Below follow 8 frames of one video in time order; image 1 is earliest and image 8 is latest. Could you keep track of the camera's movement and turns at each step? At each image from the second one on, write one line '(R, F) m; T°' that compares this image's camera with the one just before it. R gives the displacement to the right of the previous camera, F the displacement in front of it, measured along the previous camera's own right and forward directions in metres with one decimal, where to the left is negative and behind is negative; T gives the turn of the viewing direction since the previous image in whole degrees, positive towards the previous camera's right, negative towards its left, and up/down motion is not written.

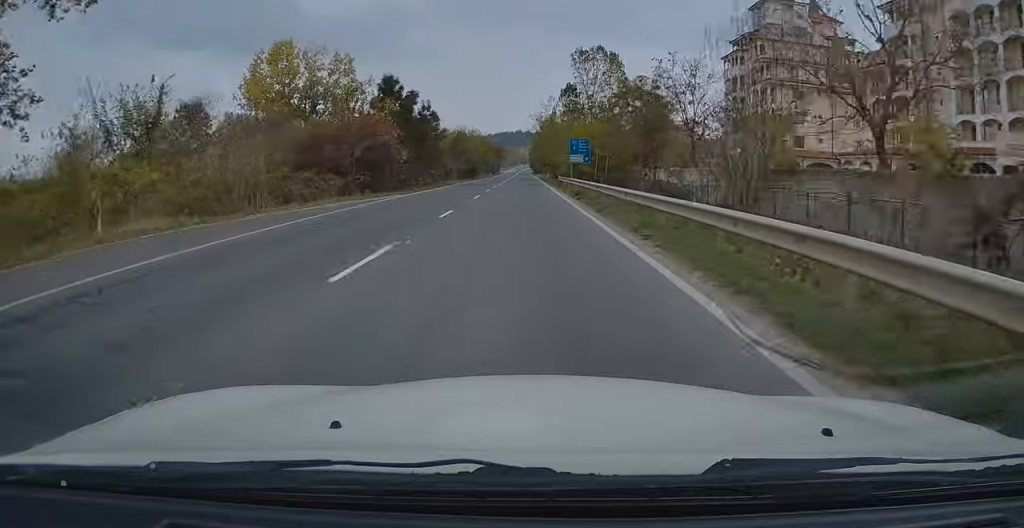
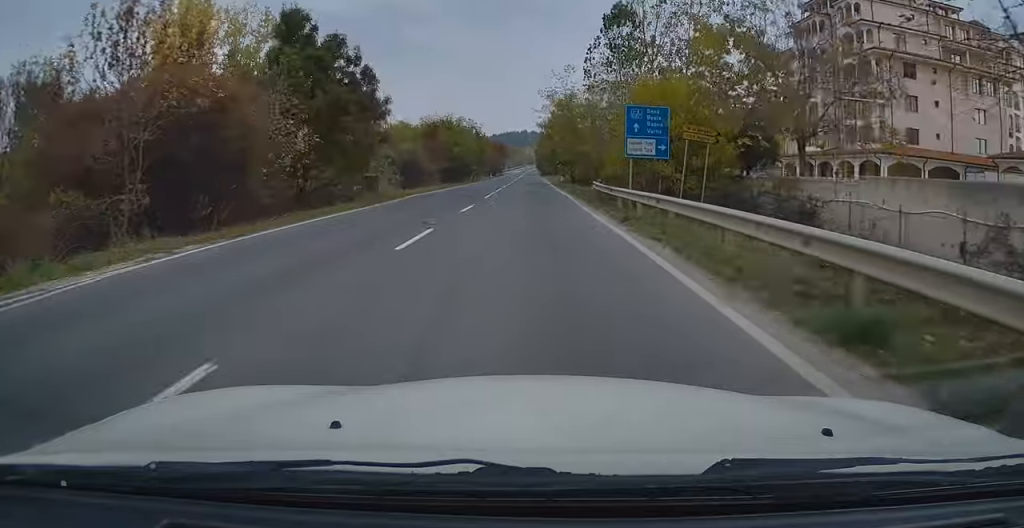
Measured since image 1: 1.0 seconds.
(-0.1, +24.0) m; 0°
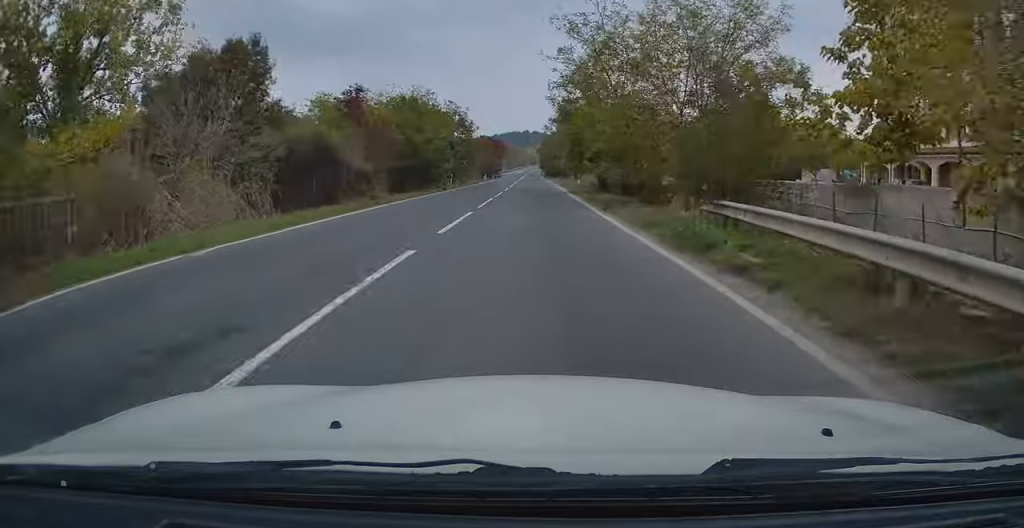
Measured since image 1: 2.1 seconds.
(-0.1, +24.2) m; 0°
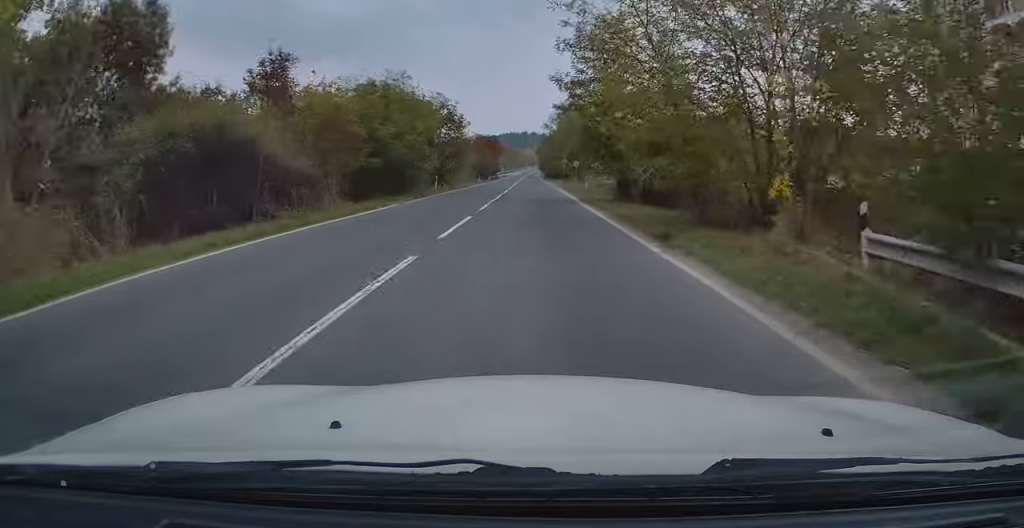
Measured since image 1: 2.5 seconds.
(0.0, +9.0) m; 0°
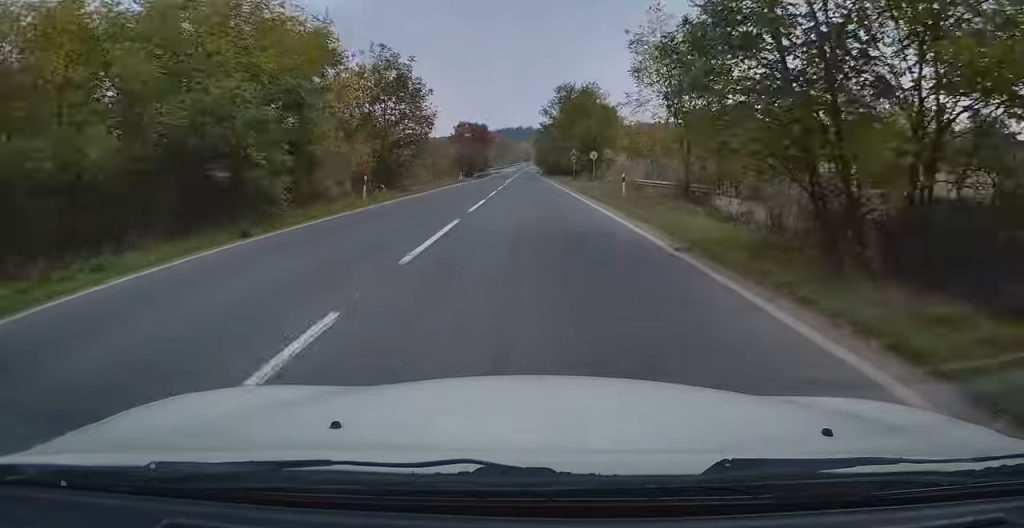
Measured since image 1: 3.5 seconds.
(+0.1, +21.8) m; 0°
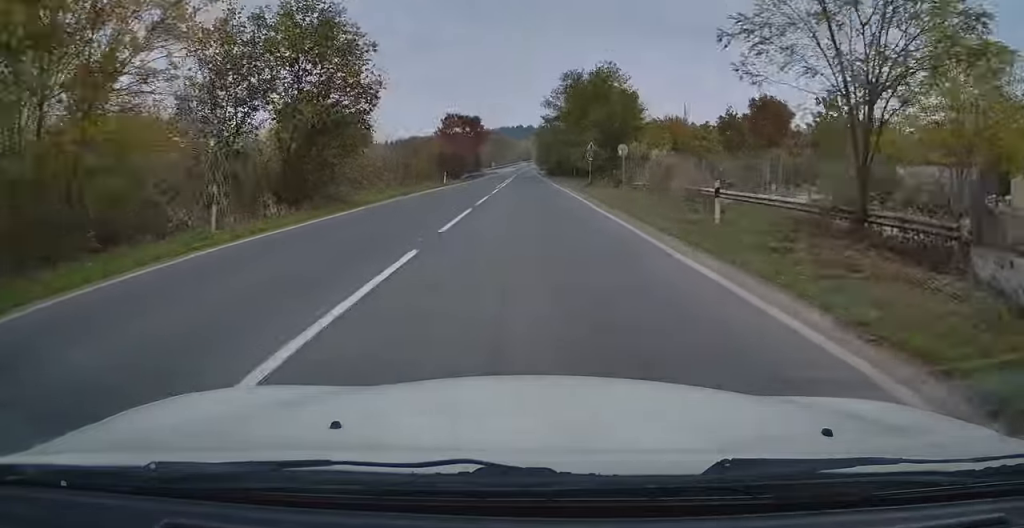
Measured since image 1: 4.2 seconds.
(0.0, +15.1) m; 0°
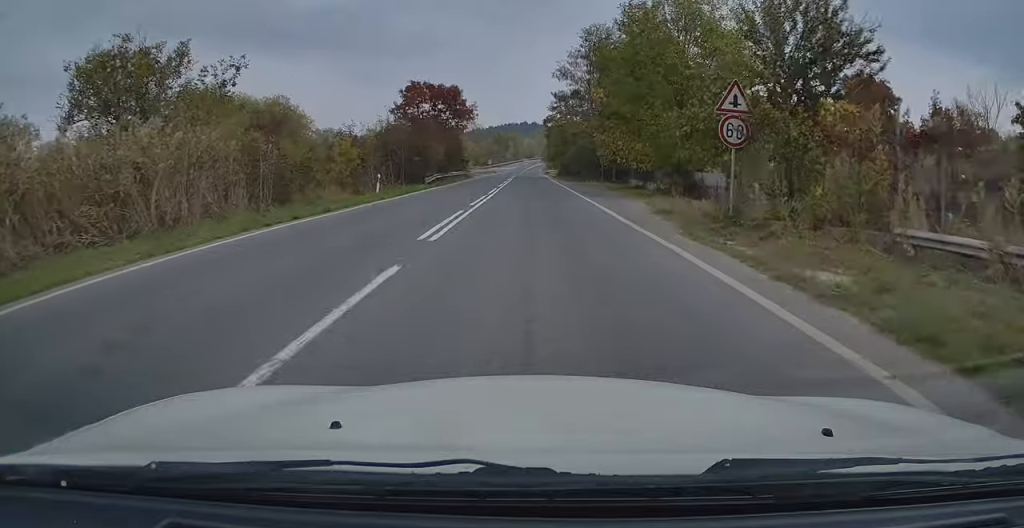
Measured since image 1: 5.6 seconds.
(+0.2, +29.1) m; 0°
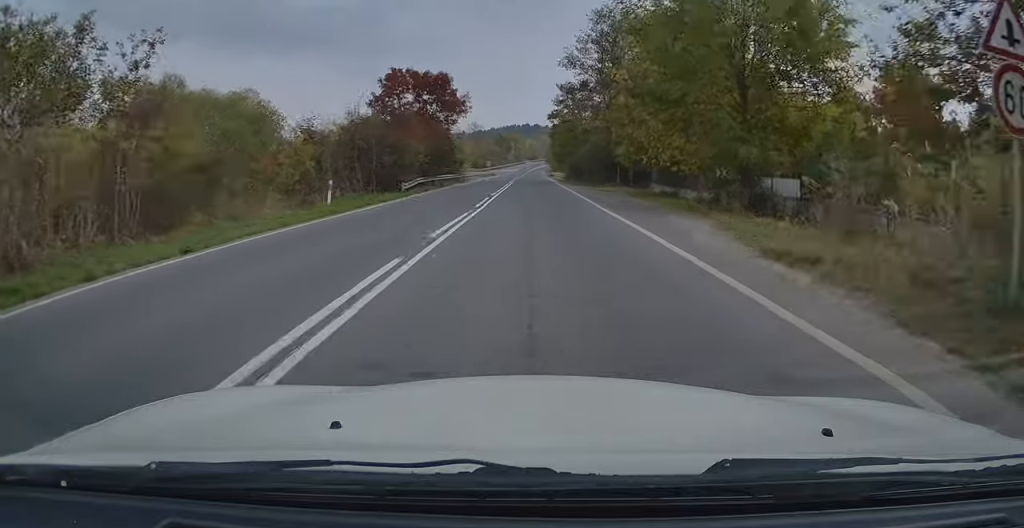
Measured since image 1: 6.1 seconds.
(-0.2, +8.4) m; 0°
